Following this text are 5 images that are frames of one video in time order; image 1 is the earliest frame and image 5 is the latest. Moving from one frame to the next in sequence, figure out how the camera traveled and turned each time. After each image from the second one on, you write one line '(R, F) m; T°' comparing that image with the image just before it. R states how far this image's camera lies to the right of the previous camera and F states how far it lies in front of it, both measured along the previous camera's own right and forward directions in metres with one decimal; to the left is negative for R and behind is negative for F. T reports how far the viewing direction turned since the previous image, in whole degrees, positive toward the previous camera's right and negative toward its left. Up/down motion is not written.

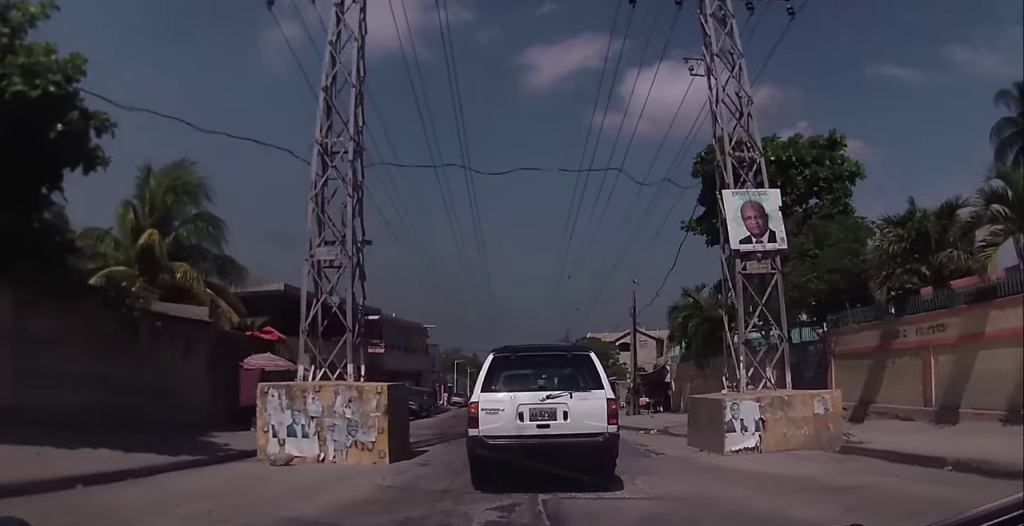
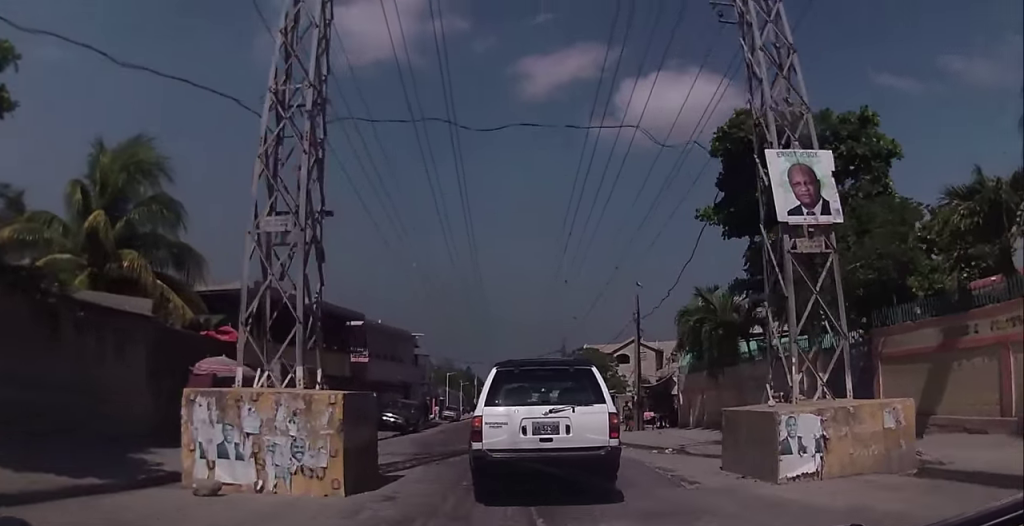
(0.0, +2.6) m; -1°
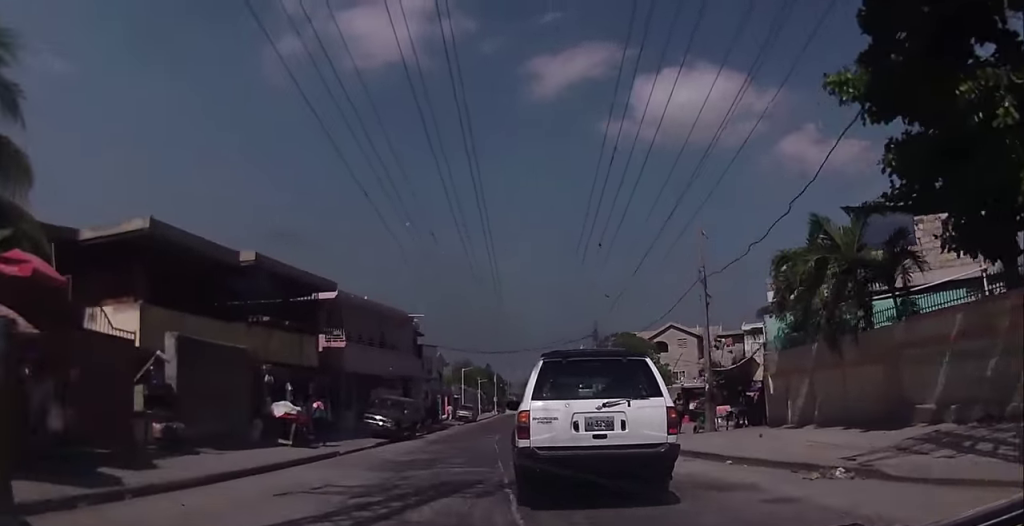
(-0.6, +8.7) m; -4°
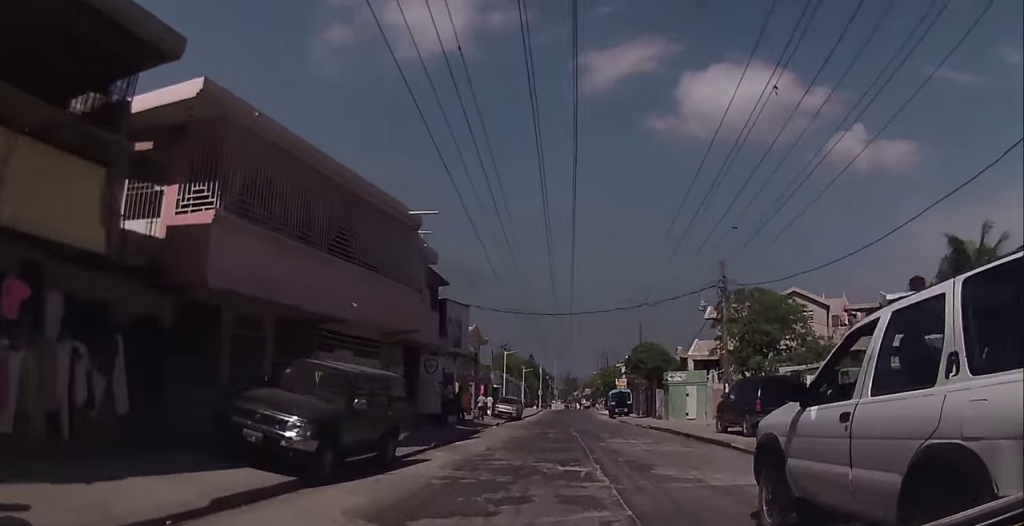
(0.0, +16.8) m; +1°
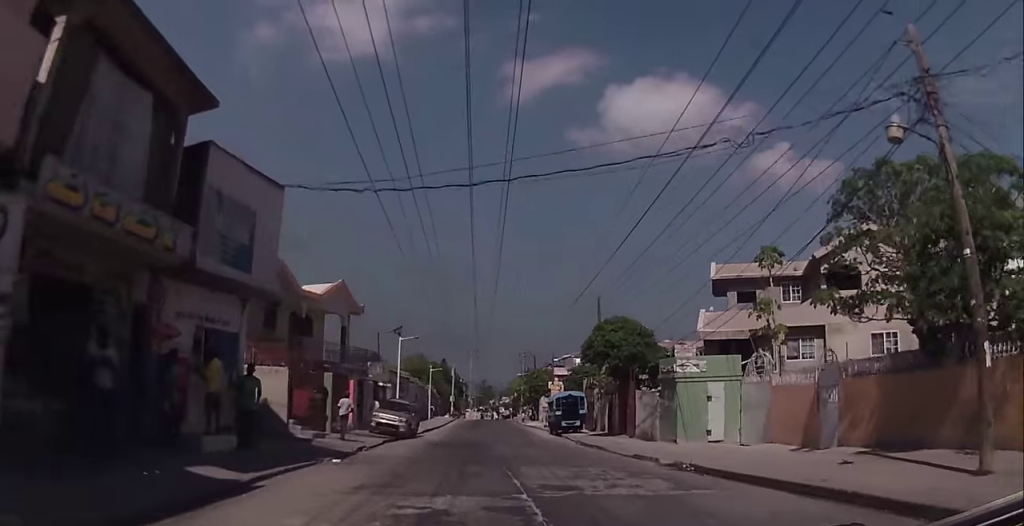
(+0.4, +18.5) m; +3°
